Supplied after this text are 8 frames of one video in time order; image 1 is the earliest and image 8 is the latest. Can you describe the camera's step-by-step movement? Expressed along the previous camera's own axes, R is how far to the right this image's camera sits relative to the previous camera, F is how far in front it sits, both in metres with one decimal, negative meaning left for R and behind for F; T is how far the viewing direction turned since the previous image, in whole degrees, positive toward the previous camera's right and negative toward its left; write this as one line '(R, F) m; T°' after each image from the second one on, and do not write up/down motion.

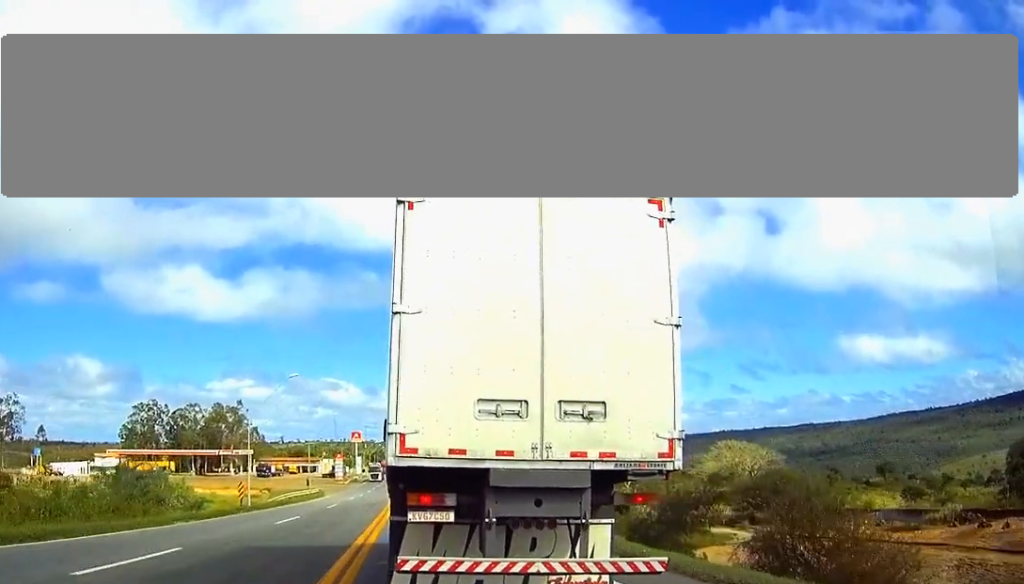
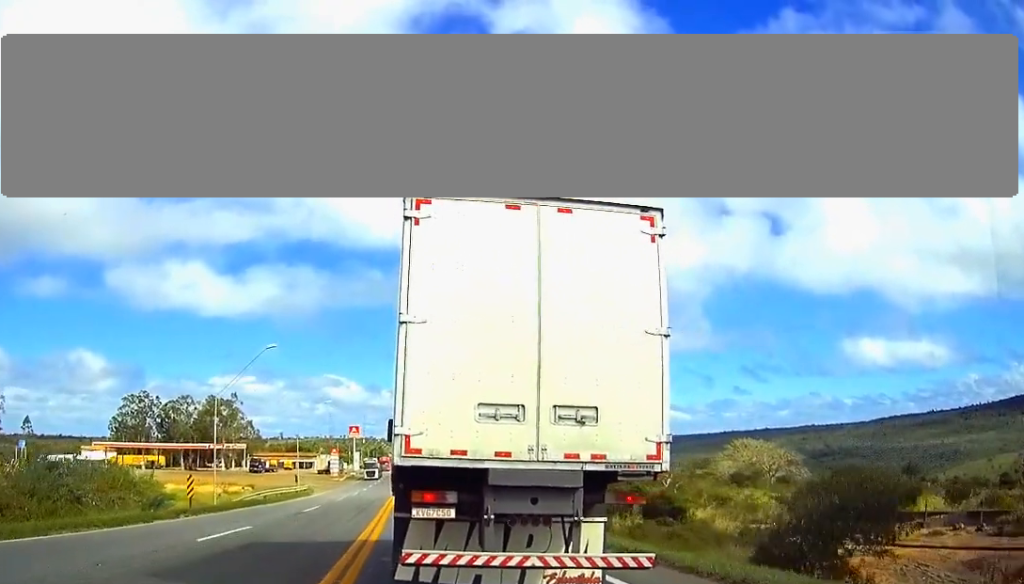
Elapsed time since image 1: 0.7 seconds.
(0.0, +11.0) m; 0°
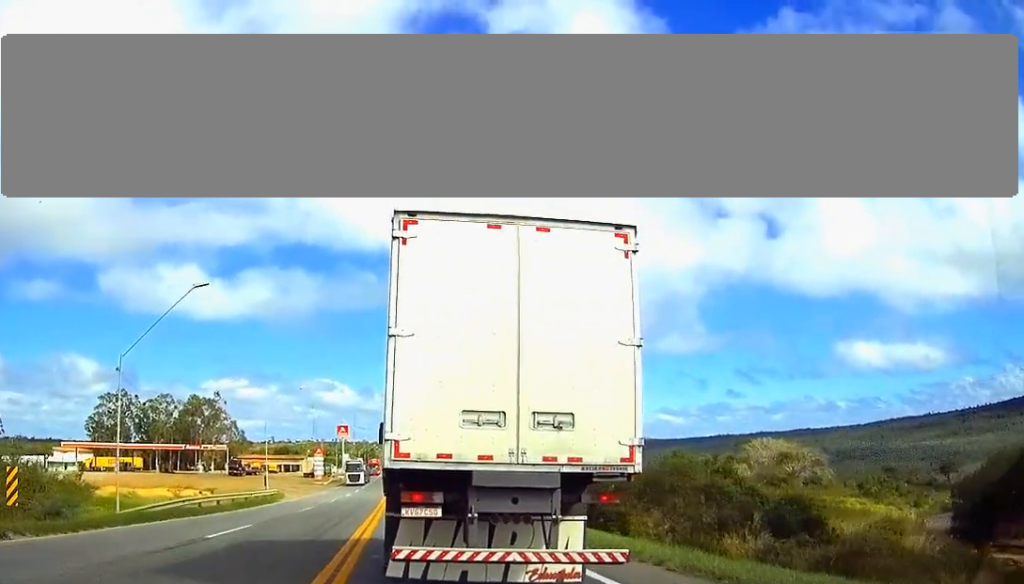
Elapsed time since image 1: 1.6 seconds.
(0.0, +16.1) m; 0°
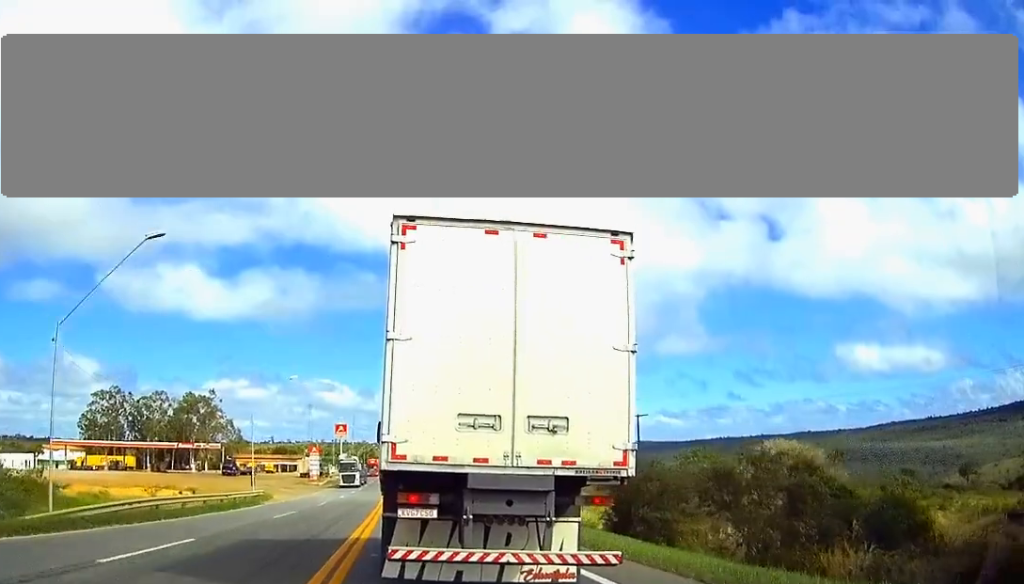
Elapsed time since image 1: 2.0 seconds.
(0.0, +6.7) m; 0°
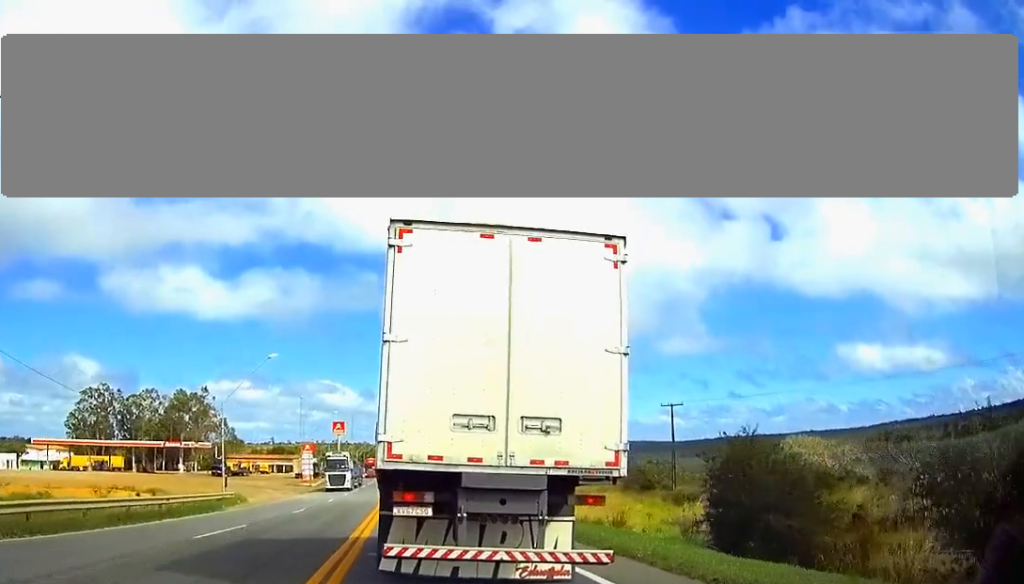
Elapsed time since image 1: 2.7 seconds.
(0.0, +11.3) m; 0°
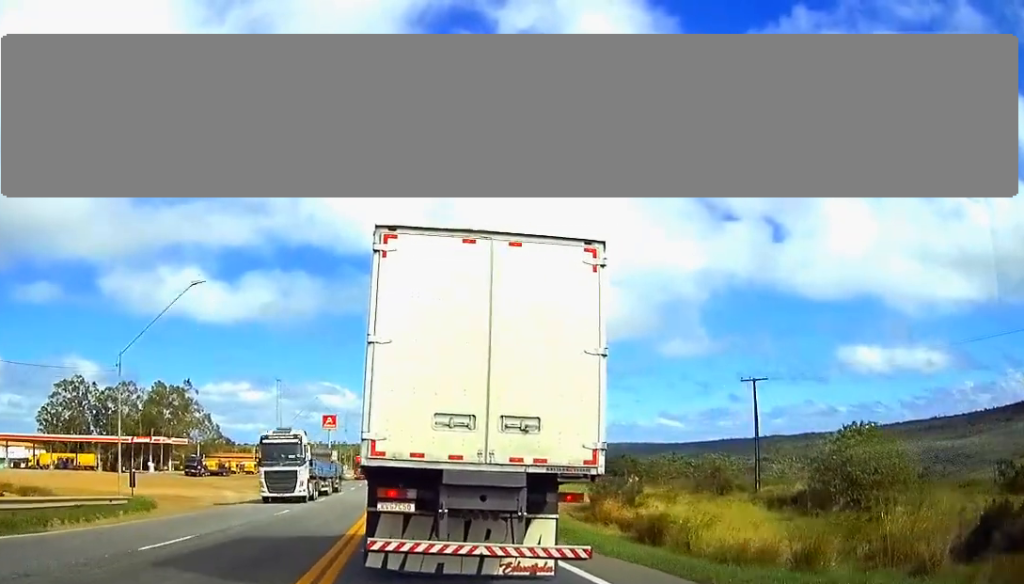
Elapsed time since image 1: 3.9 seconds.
(+0.1, +19.8) m; 0°
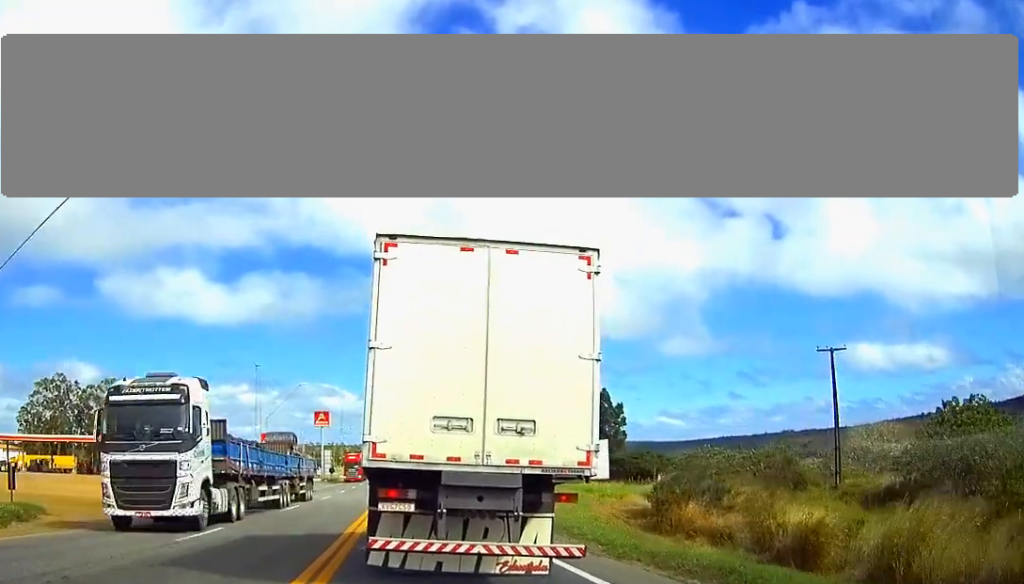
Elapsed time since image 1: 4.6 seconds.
(-0.1, +12.5) m; 0°
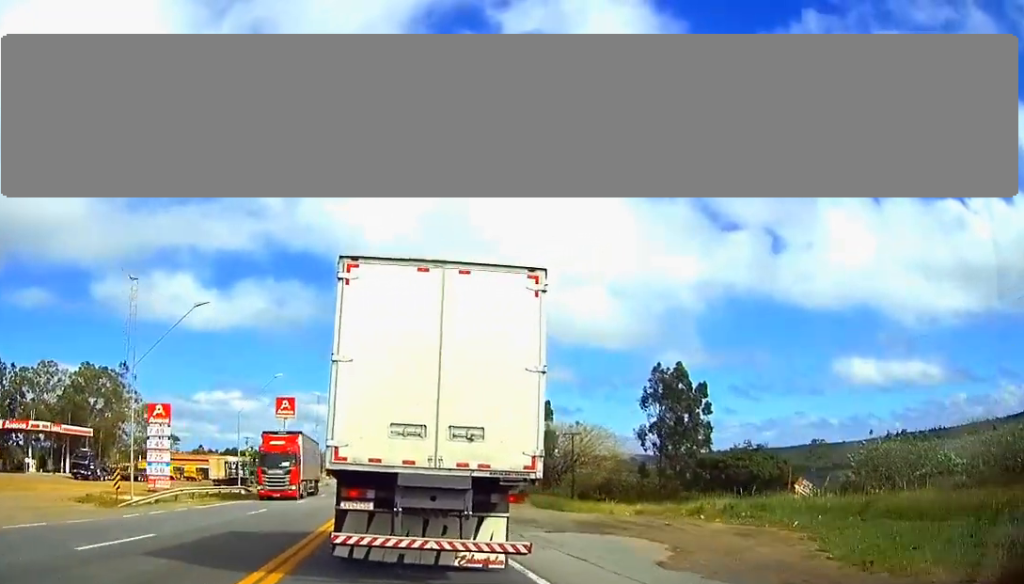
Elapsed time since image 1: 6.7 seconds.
(+0.3, +35.5) m; 0°
